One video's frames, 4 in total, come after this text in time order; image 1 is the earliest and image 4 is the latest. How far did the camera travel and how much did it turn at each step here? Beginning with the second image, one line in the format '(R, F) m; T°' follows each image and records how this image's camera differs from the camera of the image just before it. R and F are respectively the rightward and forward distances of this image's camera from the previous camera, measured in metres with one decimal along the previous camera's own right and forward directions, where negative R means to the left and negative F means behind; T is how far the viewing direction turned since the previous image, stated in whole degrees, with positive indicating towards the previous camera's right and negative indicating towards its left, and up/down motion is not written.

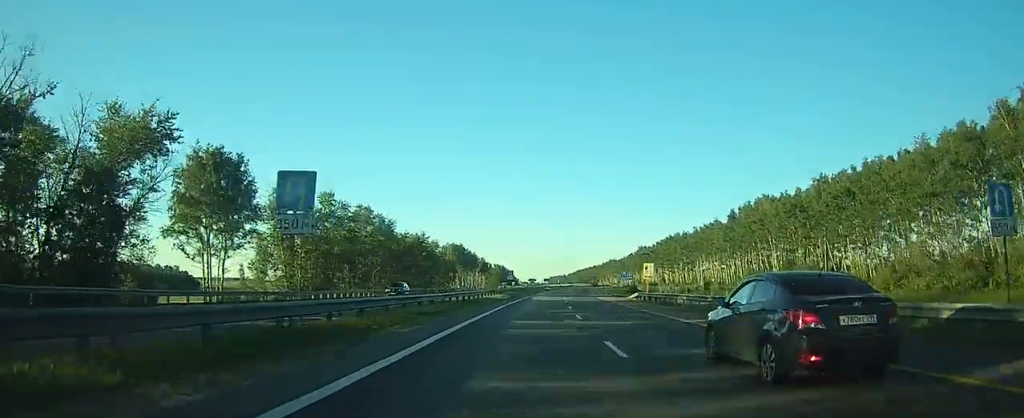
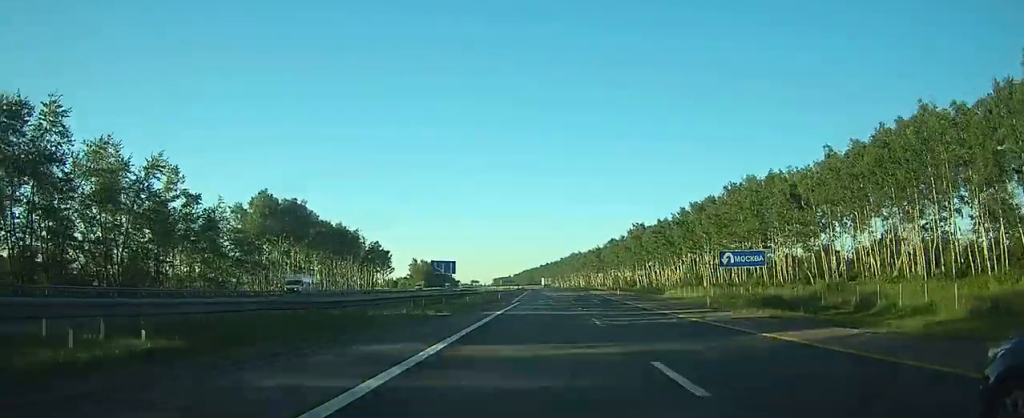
(+4.4, +124.8) m; +5°
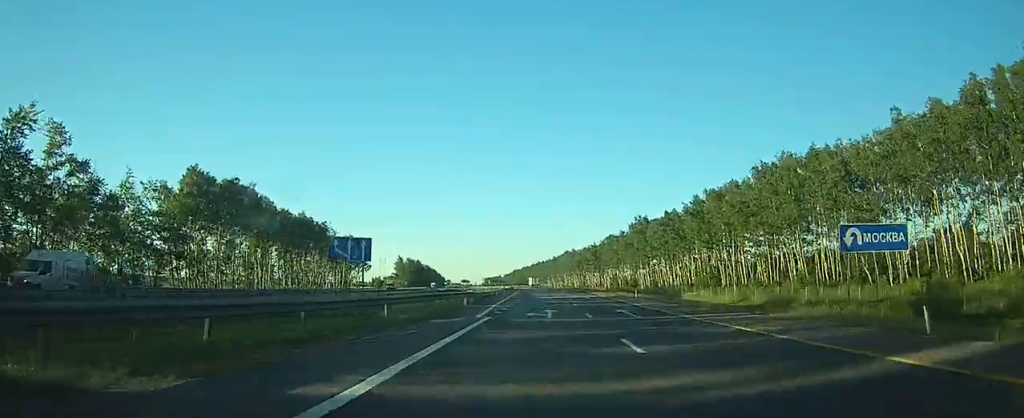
(+0.1, +19.8) m; +1°
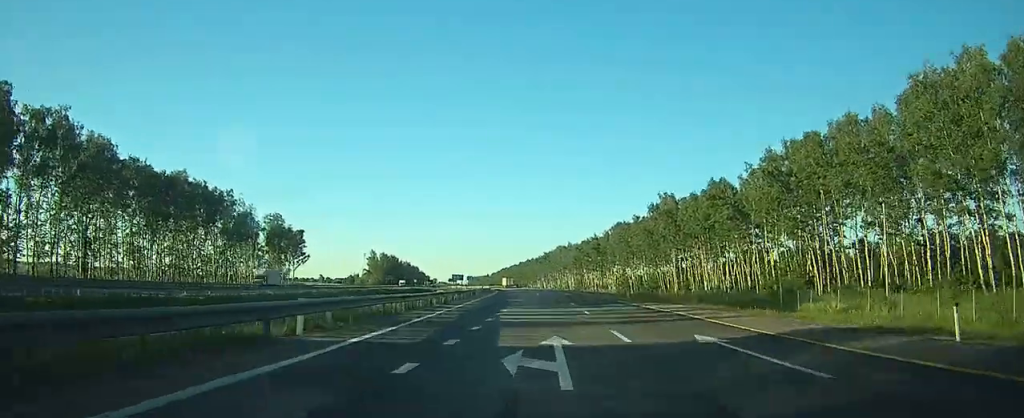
(+0.5, +45.1) m; +1°
